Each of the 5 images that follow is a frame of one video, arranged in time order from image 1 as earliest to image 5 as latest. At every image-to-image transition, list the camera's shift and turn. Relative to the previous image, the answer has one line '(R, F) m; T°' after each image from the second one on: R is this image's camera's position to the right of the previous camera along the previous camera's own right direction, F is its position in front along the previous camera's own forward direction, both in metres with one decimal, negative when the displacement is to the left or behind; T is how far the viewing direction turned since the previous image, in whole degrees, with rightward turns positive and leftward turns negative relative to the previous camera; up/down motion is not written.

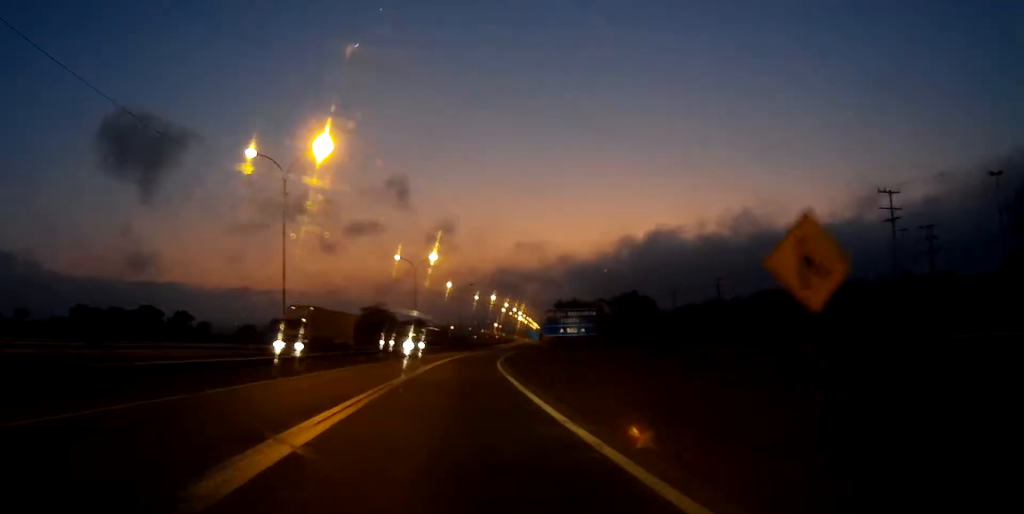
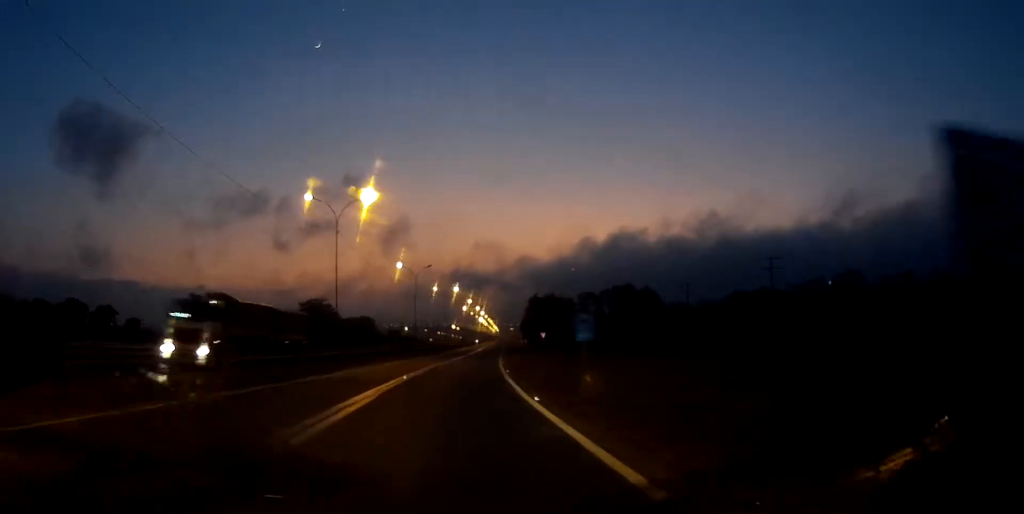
(+1.1, +36.3) m; +3°
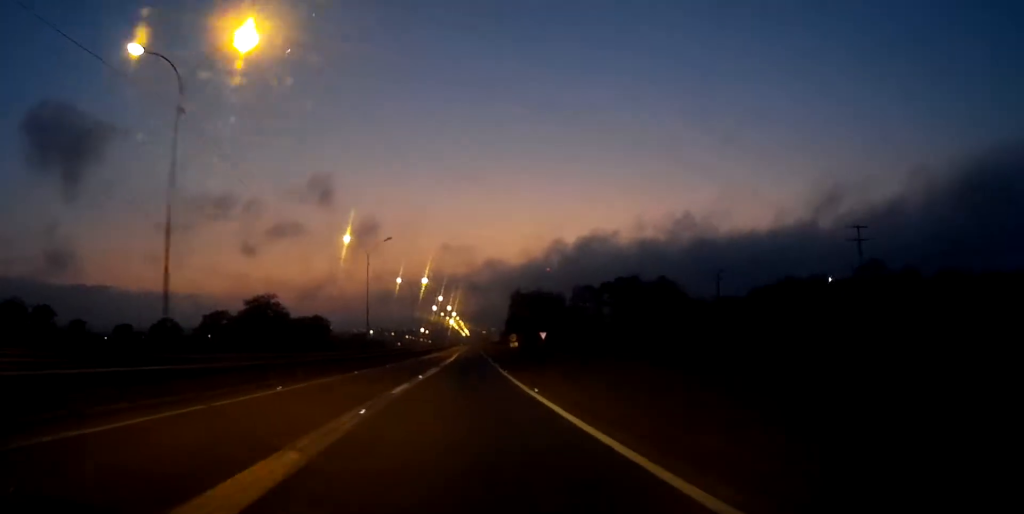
(+0.5, +28.0) m; +2°
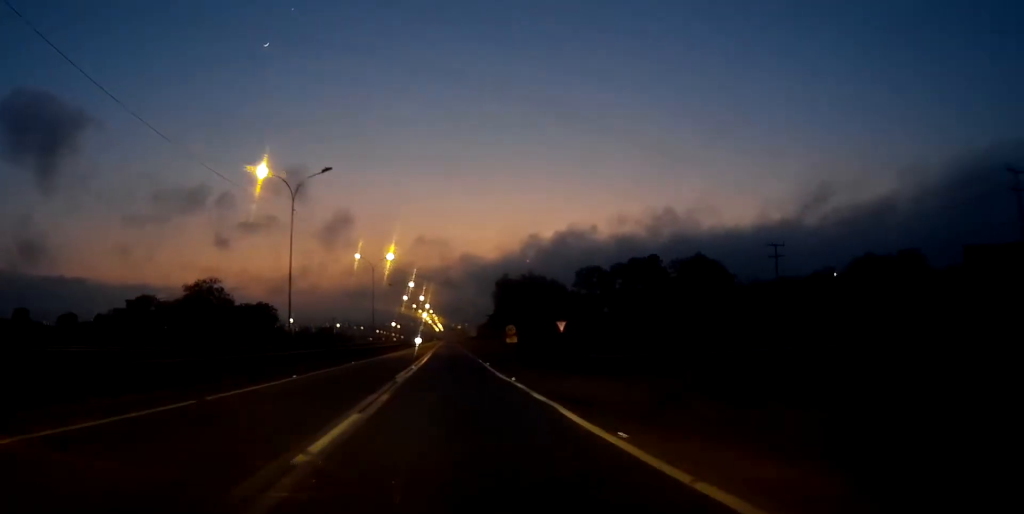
(+0.6, +26.9) m; +2°
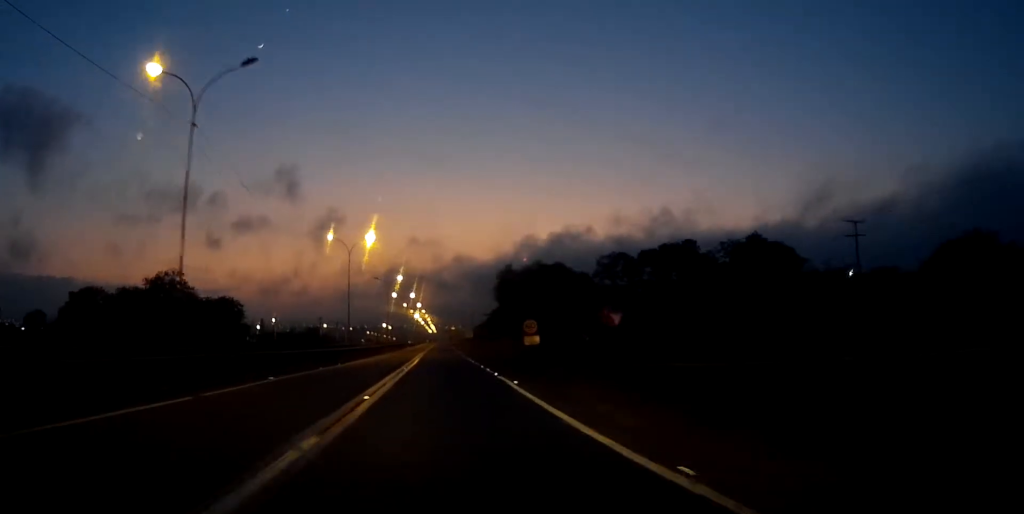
(+0.2, +18.6) m; +1°
